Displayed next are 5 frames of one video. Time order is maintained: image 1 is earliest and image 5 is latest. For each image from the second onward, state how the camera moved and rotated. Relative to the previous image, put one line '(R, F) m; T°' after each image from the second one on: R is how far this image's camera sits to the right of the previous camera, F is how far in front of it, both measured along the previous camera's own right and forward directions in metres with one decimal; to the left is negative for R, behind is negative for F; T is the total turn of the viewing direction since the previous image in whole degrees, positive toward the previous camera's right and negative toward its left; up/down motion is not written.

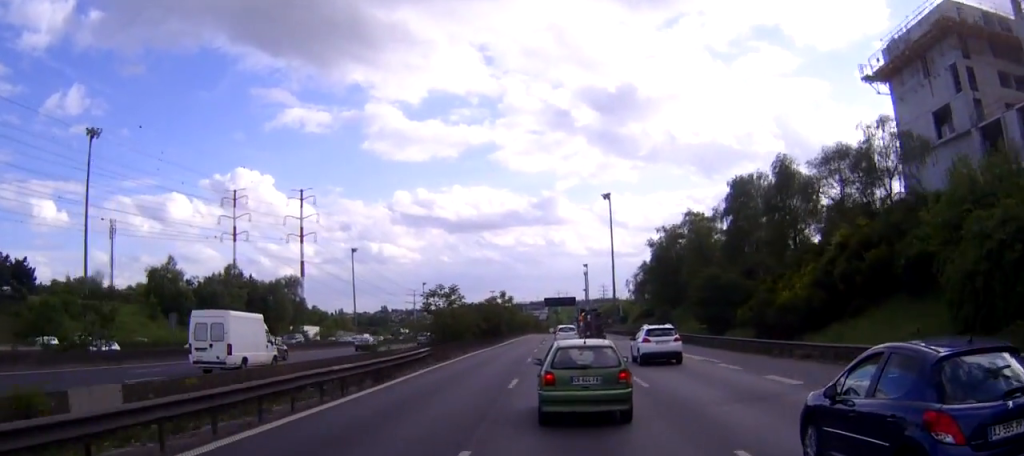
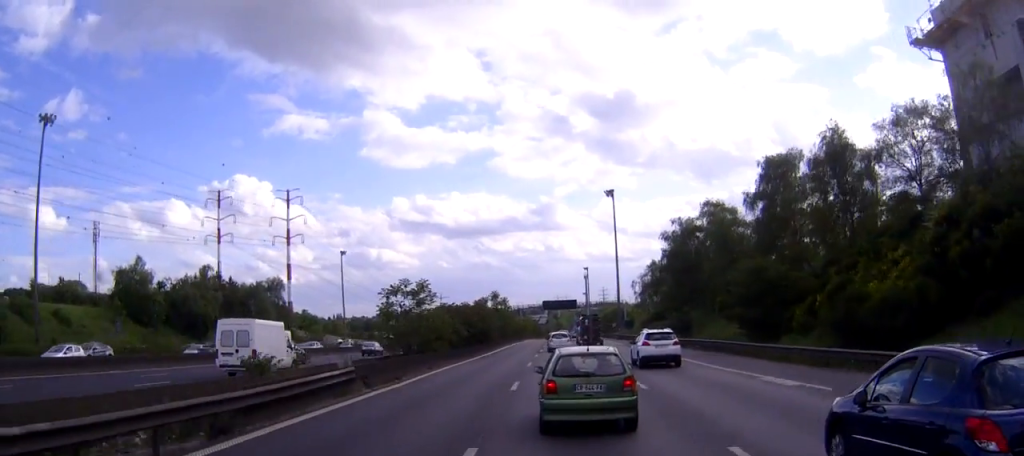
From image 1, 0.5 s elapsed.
(-0.1, +12.3) m; 0°
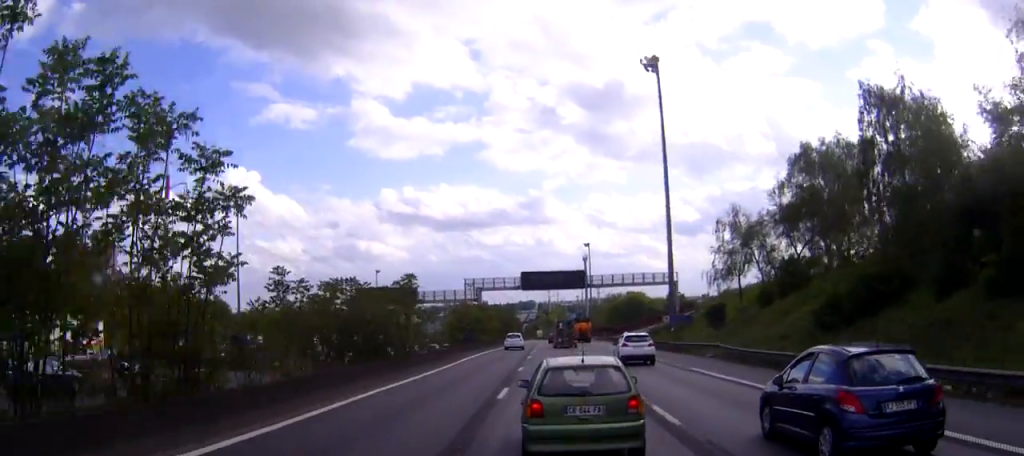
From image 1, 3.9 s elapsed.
(+0.9, +76.0) m; +1°
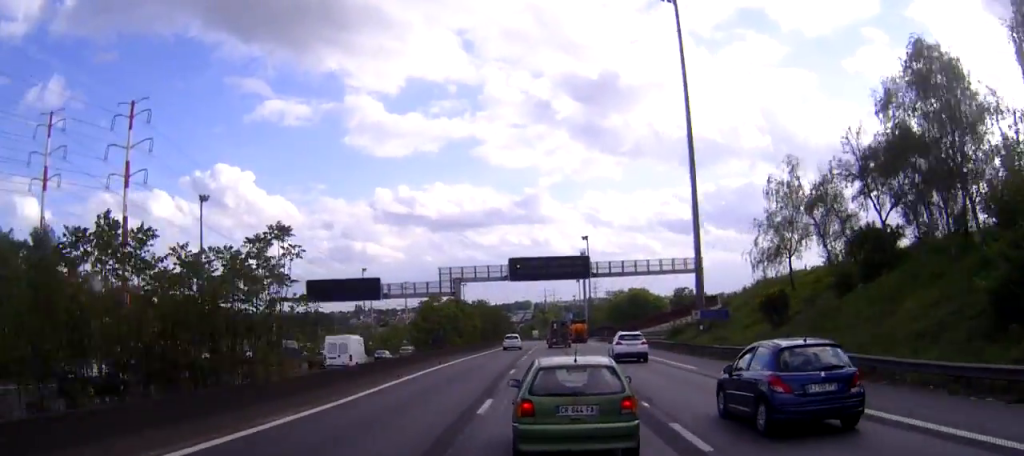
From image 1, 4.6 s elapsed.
(+0.1, +16.5) m; 0°
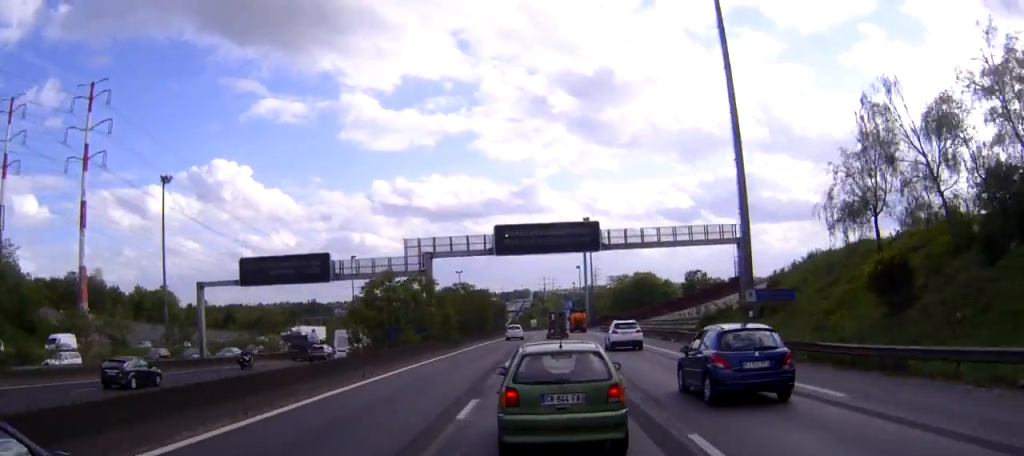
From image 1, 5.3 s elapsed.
(0.0, +15.7) m; 0°
